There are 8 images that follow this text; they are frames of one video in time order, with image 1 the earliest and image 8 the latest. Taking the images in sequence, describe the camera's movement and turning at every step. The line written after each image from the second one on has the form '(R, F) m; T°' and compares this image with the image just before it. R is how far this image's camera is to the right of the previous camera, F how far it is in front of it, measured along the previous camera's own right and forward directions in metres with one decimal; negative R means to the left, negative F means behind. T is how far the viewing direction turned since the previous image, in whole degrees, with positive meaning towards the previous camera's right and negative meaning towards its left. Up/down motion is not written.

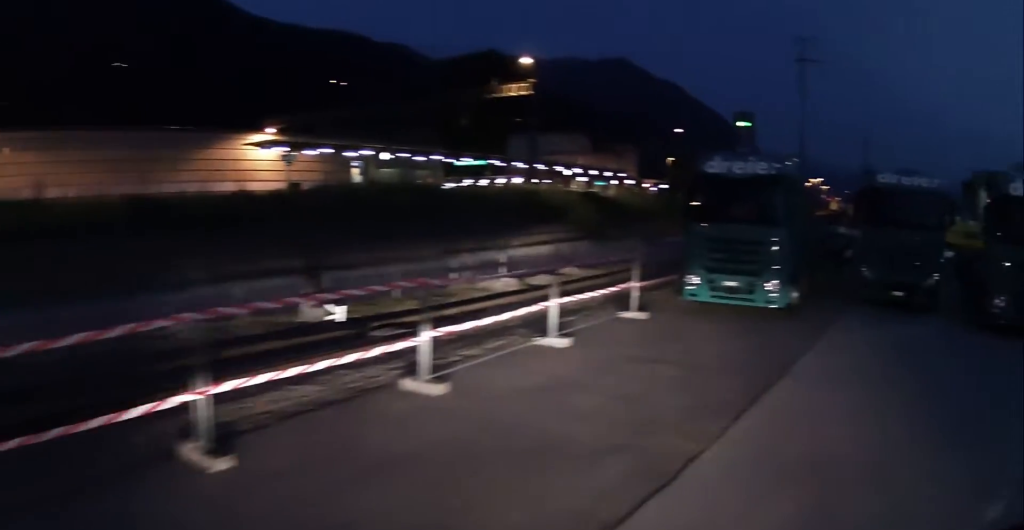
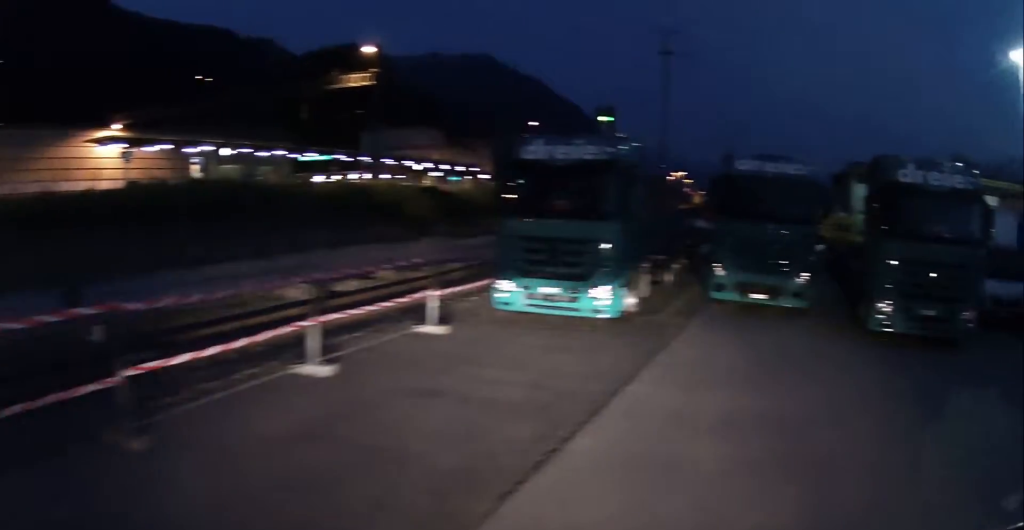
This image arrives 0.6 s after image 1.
(+0.5, +2.5) m; +17°
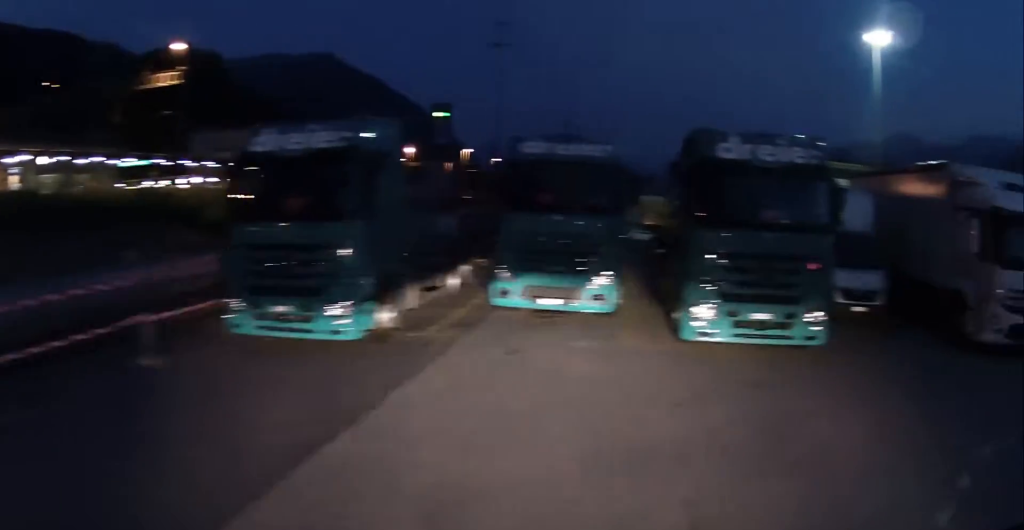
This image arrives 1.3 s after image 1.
(+0.4, +2.7) m; +15°
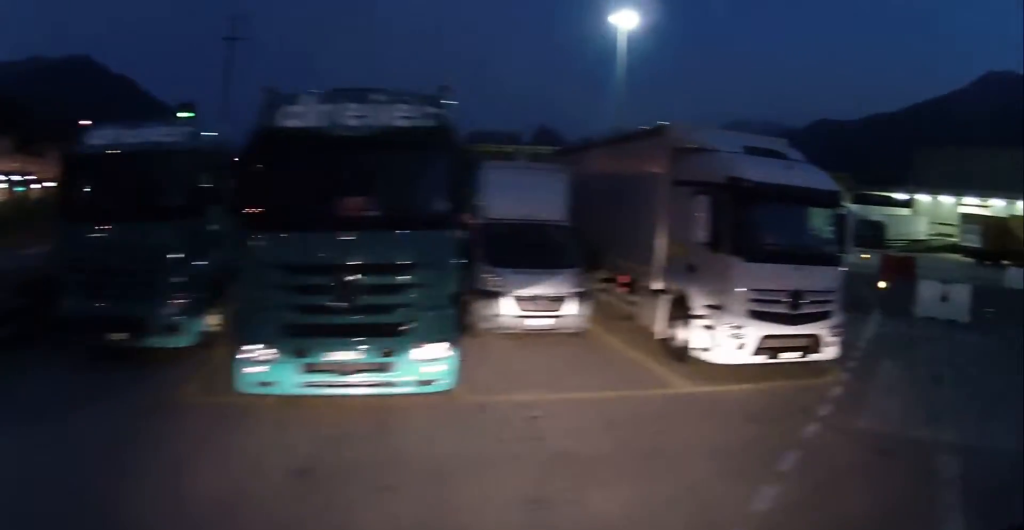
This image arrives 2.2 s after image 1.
(+0.7, +4.3) m; +19°
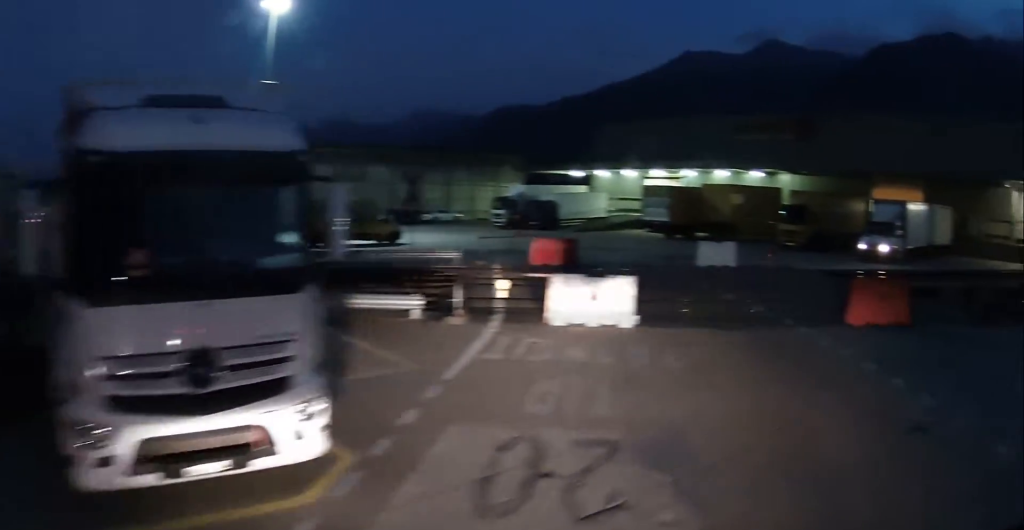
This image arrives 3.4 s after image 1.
(+1.4, +5.8) m; +26°
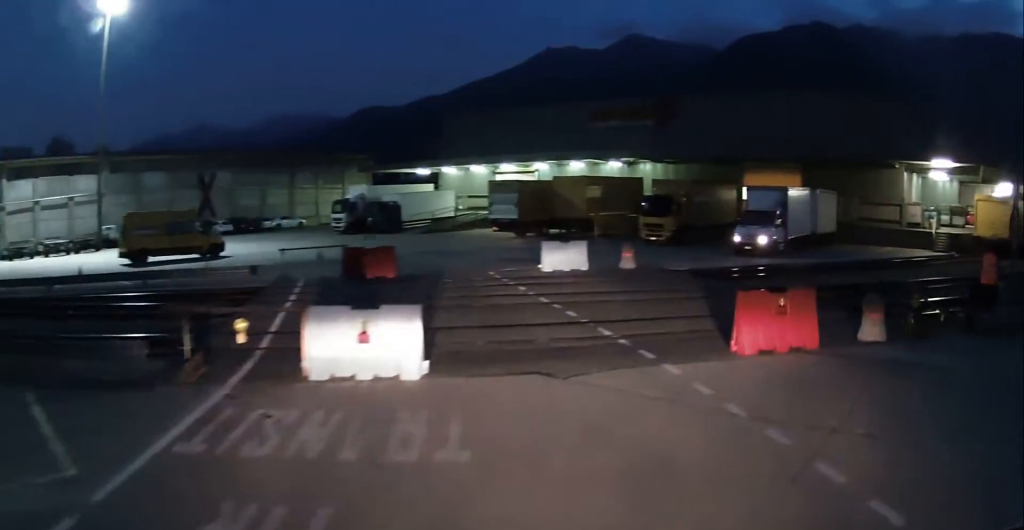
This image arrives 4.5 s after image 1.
(+1.0, +5.2) m; +13°
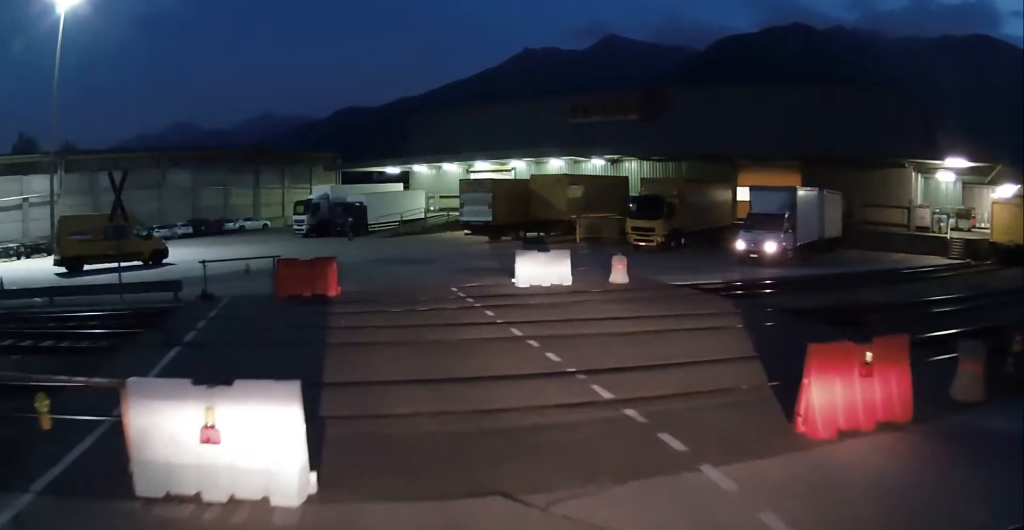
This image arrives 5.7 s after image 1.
(+0.2, +5.1) m; +2°
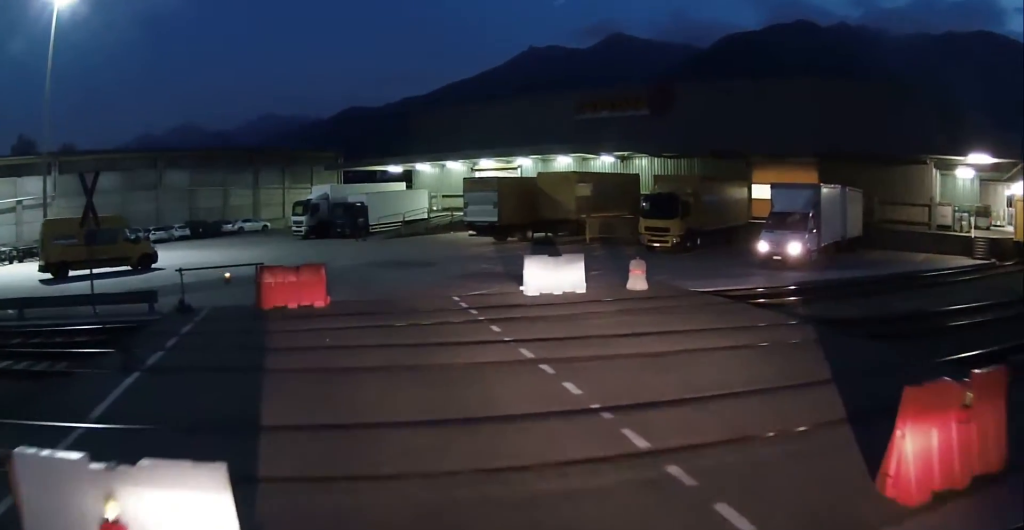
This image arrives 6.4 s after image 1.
(0.0, +2.1) m; 0°
